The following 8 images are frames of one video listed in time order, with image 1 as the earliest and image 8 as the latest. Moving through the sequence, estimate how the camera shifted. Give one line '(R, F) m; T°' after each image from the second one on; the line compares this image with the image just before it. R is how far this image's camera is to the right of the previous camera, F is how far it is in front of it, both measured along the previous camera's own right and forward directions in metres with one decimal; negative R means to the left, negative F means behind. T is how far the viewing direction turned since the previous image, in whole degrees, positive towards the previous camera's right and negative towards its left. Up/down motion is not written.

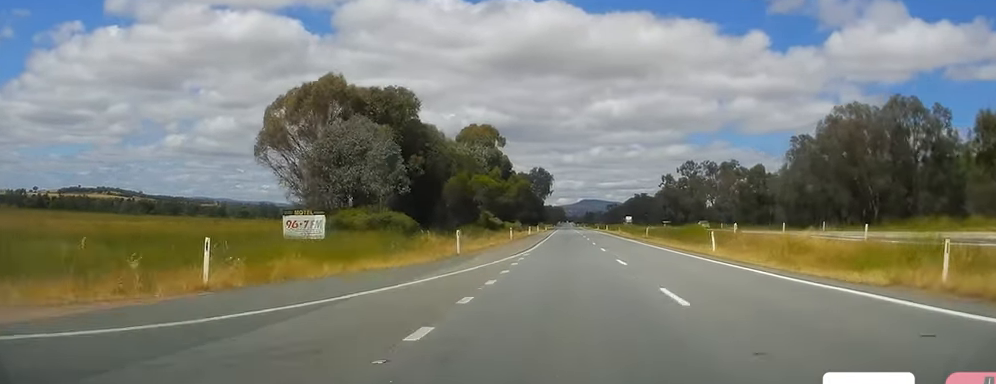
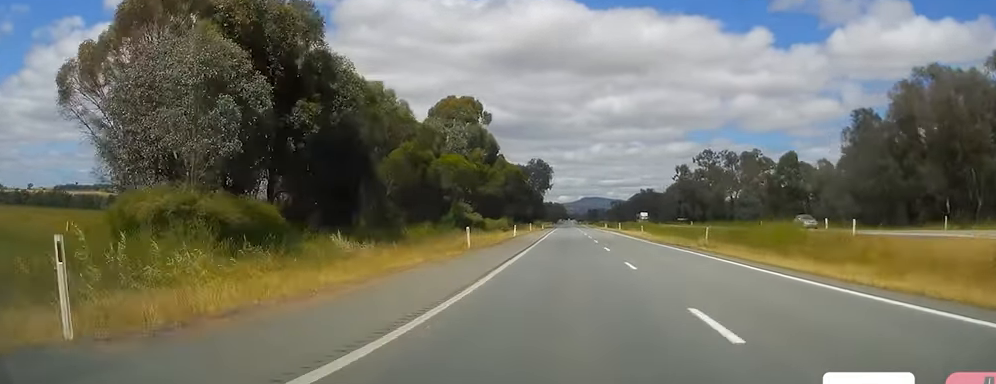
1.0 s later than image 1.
(-0.3, +27.6) m; +1°
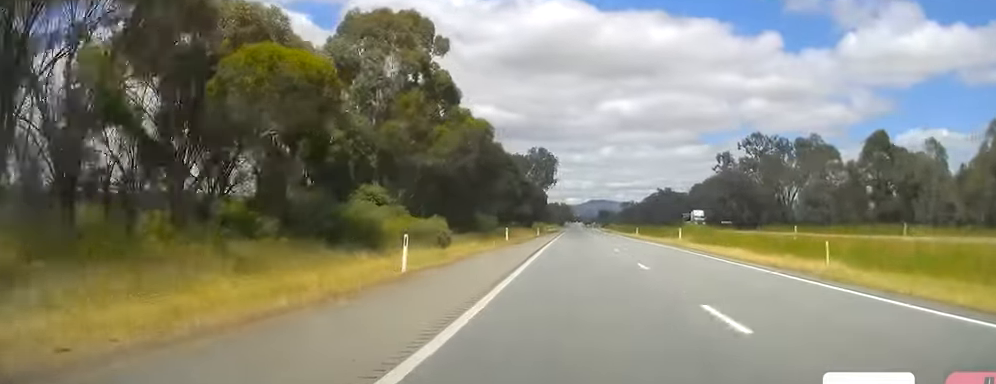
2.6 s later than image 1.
(+1.0, +46.8) m; 0°
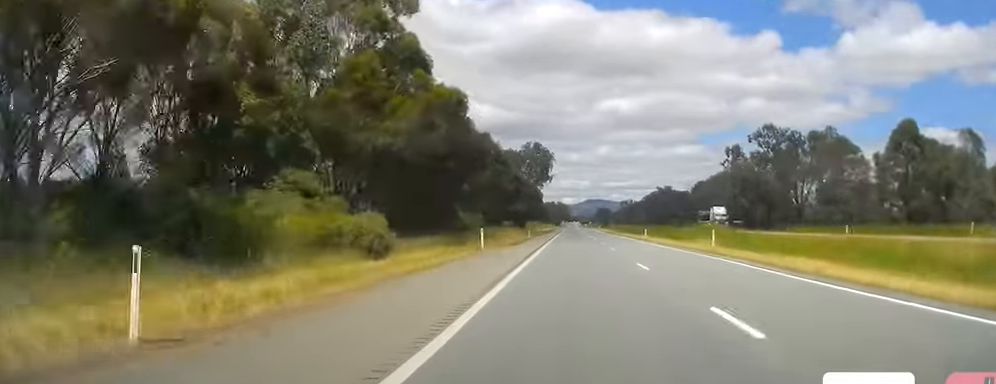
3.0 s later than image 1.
(+0.3, +12.4) m; -1°
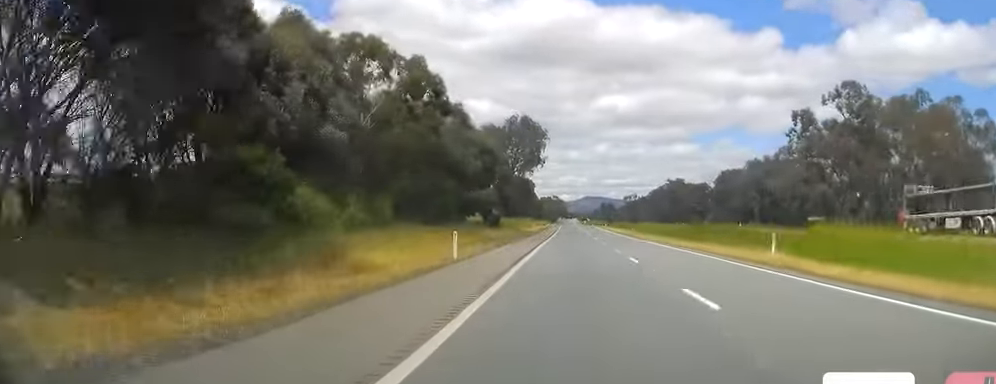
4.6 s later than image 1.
(-0.9, +44.8) m; 0°
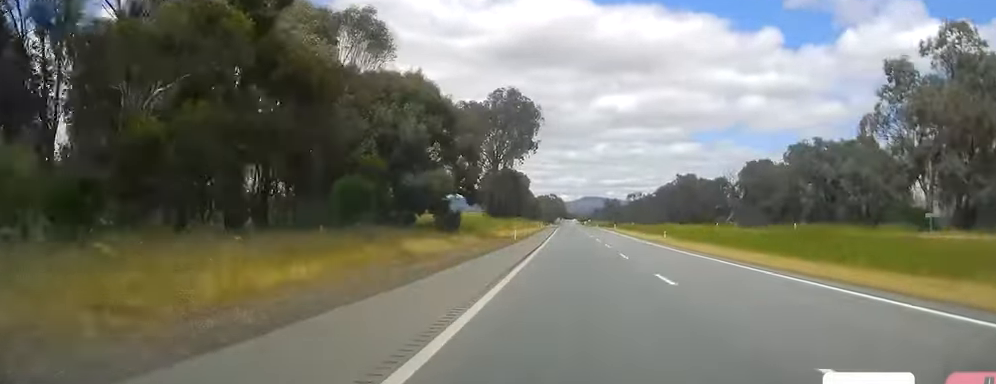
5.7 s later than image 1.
(+0.4, +31.5) m; +1°
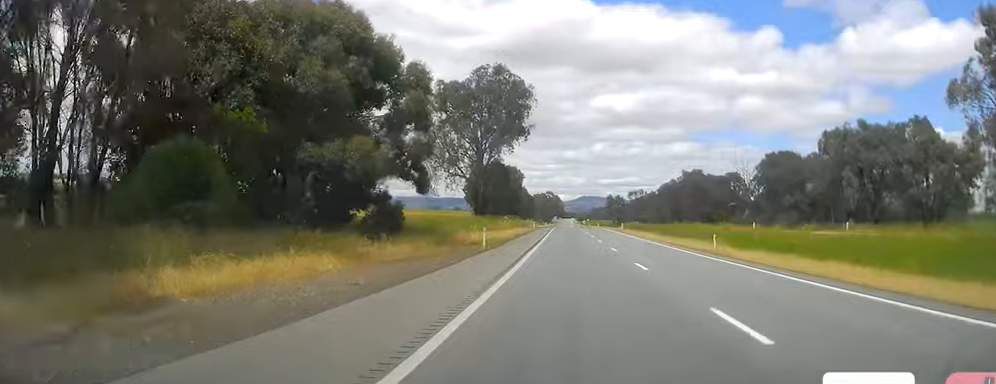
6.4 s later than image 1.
(0.0, +19.1) m; 0°
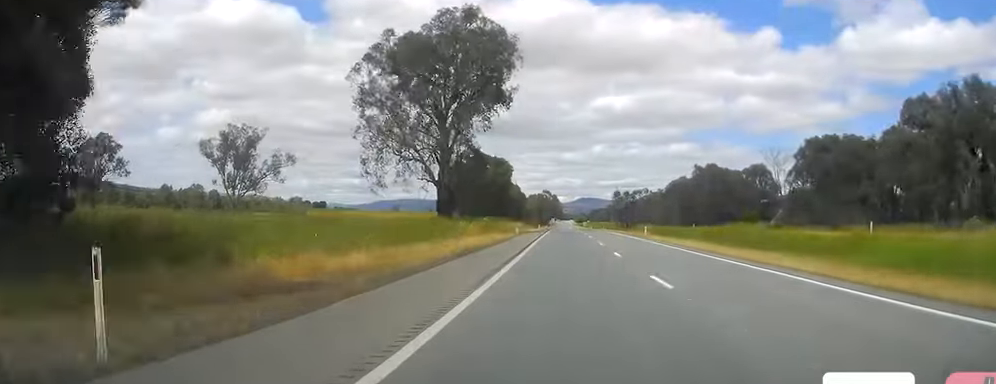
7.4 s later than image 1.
(+0.1, +29.6) m; +1°
